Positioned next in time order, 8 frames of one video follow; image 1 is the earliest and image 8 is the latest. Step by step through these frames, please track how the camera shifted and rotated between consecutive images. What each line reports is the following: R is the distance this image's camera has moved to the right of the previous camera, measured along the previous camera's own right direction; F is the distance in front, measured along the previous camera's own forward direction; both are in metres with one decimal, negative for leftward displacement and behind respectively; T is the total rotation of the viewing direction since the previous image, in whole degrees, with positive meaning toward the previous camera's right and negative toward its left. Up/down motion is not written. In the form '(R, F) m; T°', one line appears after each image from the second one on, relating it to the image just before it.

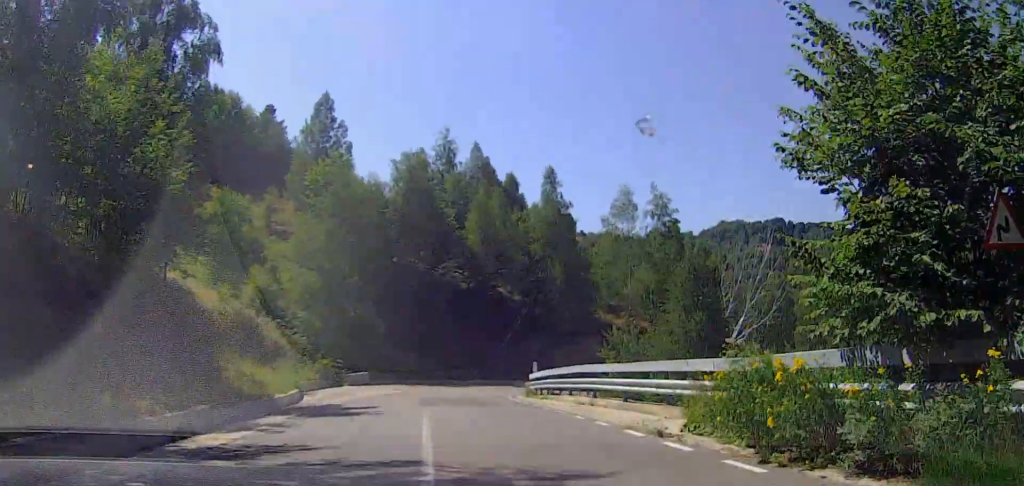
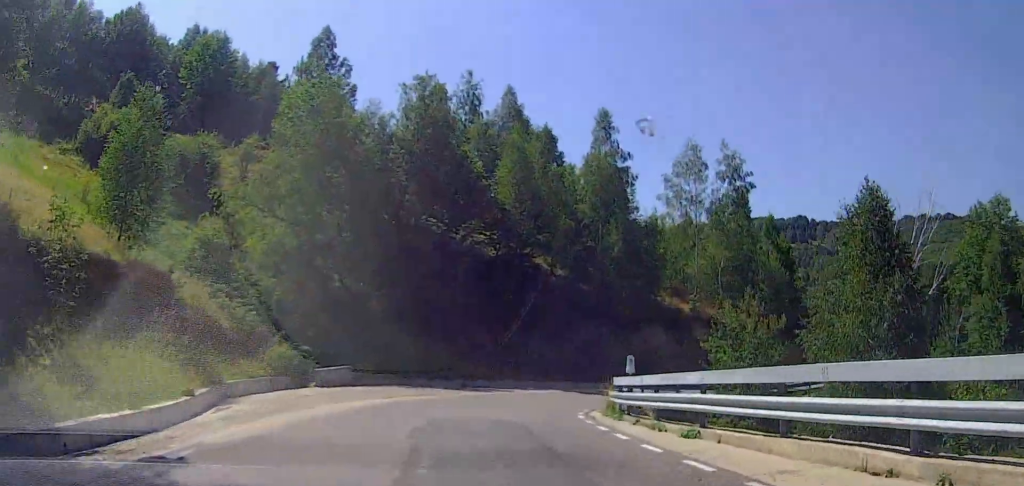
(-0.9, +14.4) m; -3°
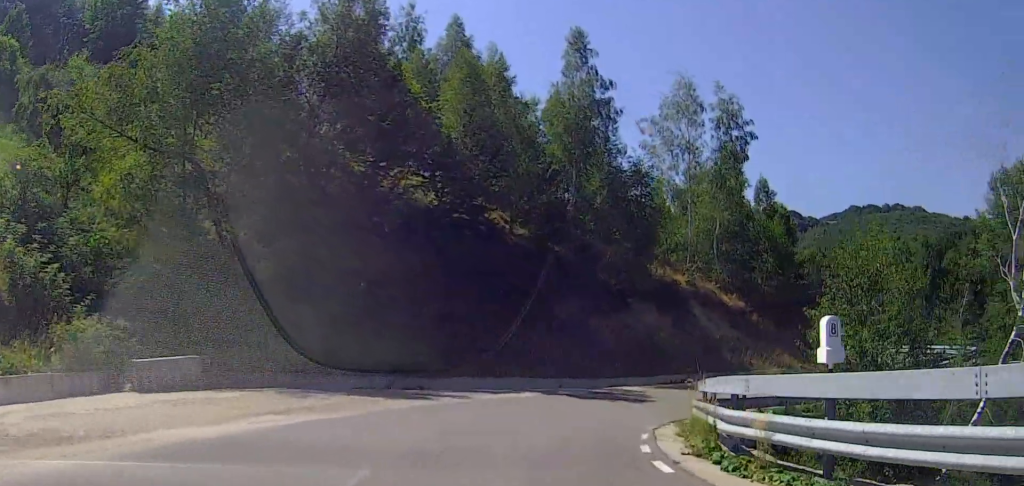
(+0.7, +12.7) m; +8°
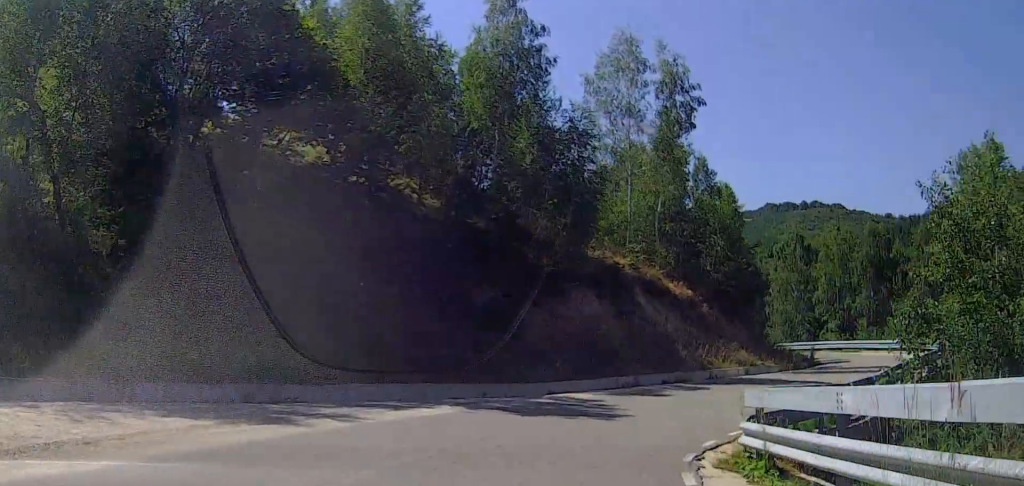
(+0.4, +7.0) m; +7°
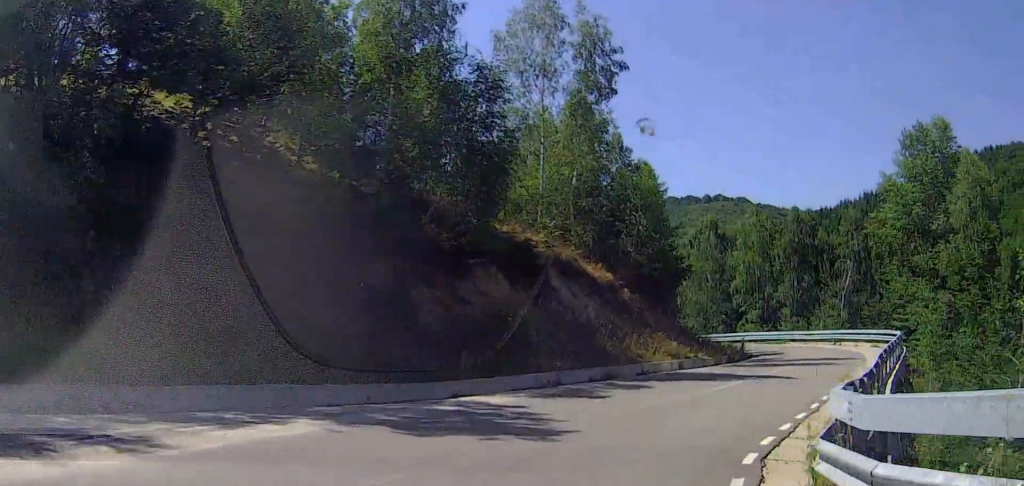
(-0.2, +5.4) m; +5°
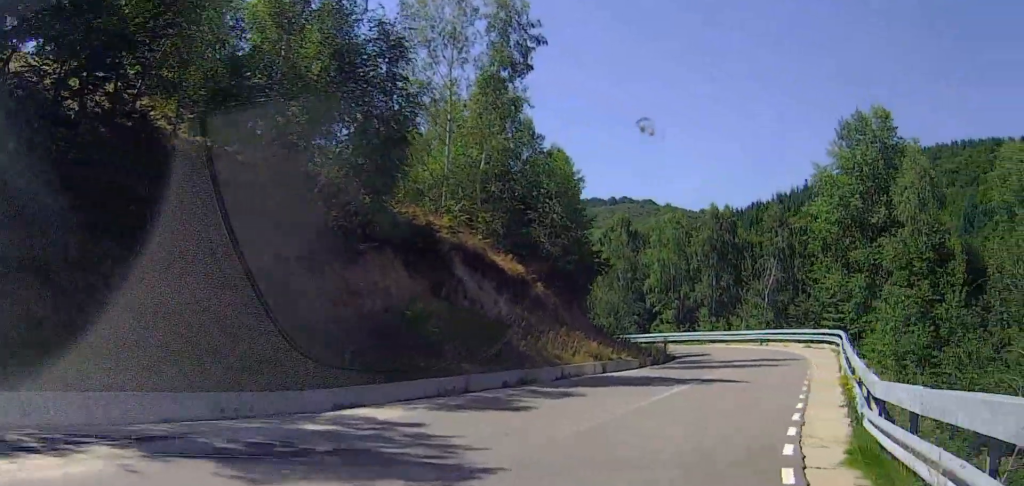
(+0.5, +4.0) m; +7°
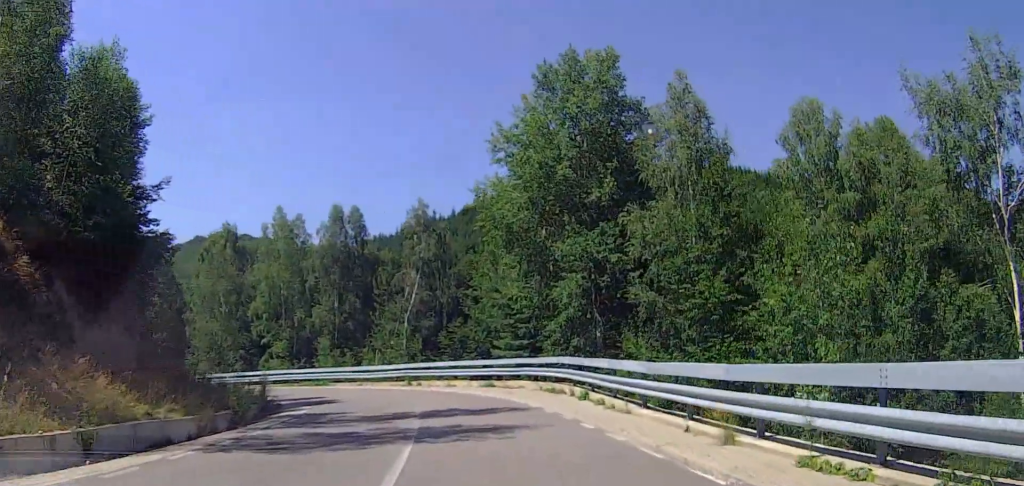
(+4.1, +15.6) m; +26°
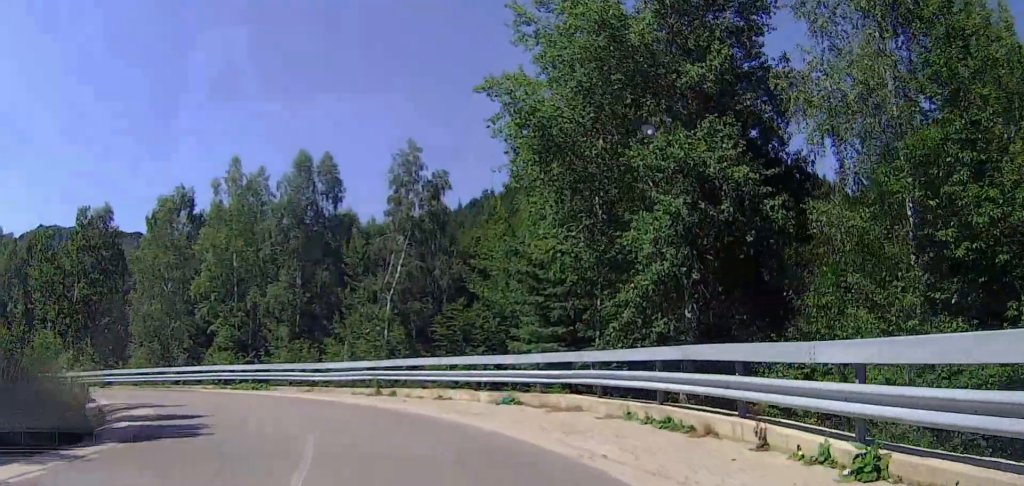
(+1.0, +14.2) m; -1°
